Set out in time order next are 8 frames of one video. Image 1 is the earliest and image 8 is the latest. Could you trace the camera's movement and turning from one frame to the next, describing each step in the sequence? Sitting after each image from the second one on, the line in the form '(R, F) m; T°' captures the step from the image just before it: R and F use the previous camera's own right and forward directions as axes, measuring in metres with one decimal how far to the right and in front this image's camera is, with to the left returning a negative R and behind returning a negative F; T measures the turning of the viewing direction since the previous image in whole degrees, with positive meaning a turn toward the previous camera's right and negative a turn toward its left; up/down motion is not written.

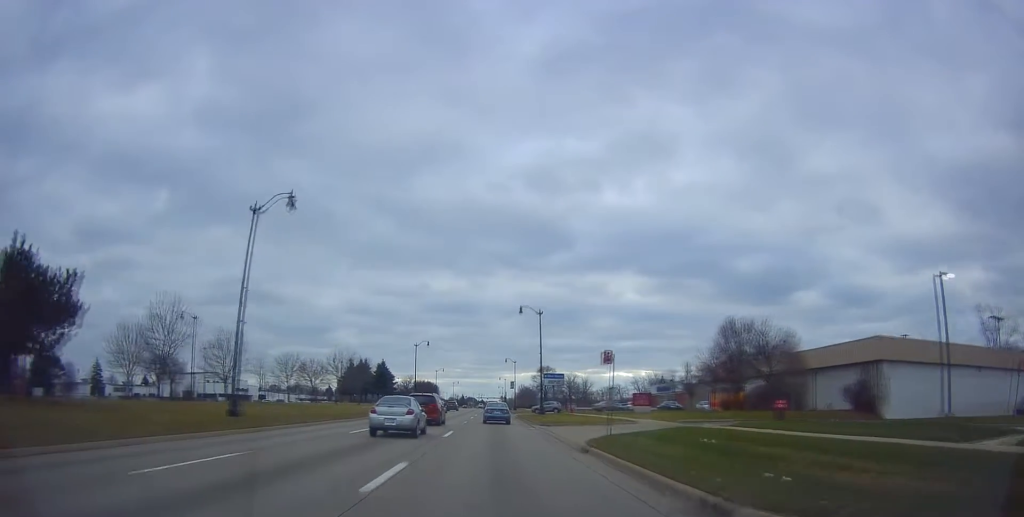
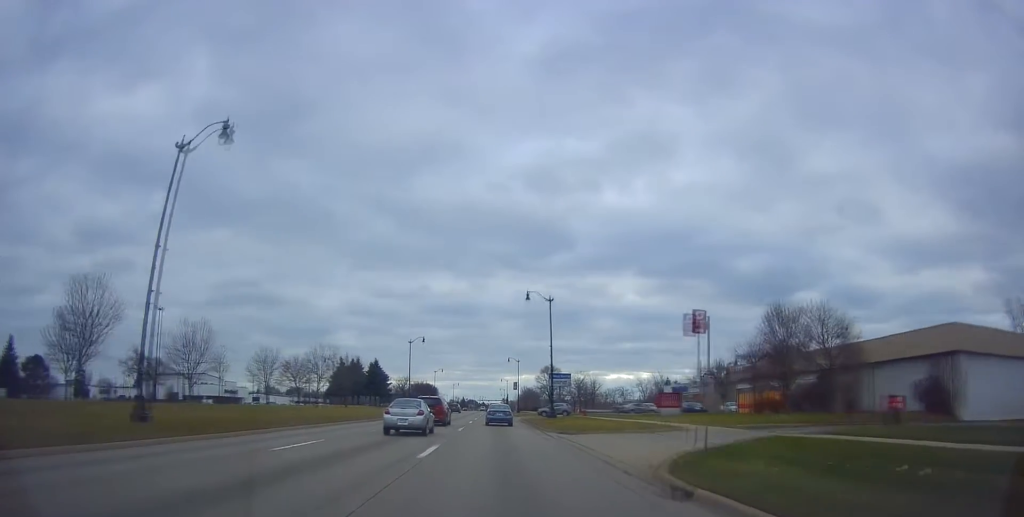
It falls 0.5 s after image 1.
(+0.2, +8.8) m; +1°
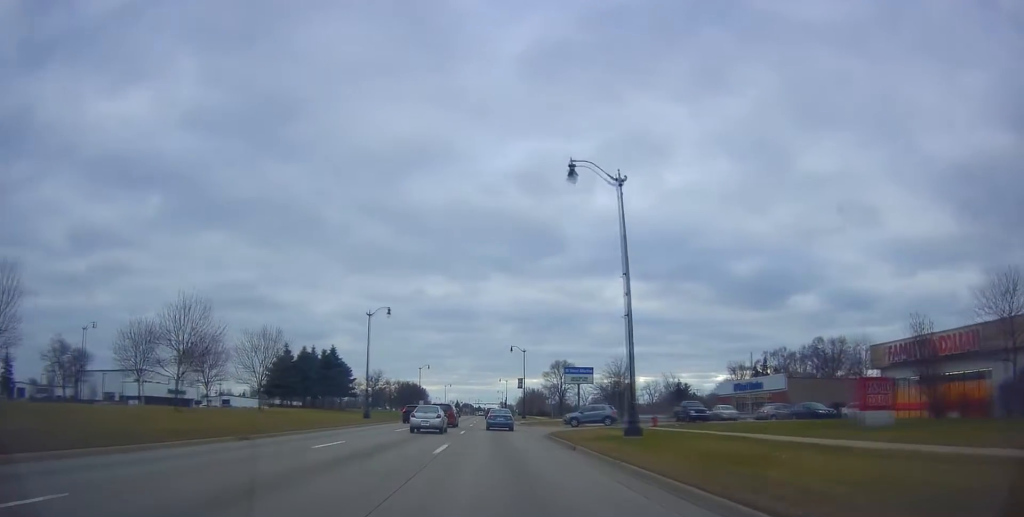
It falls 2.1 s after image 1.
(+0.6, +28.8) m; 0°
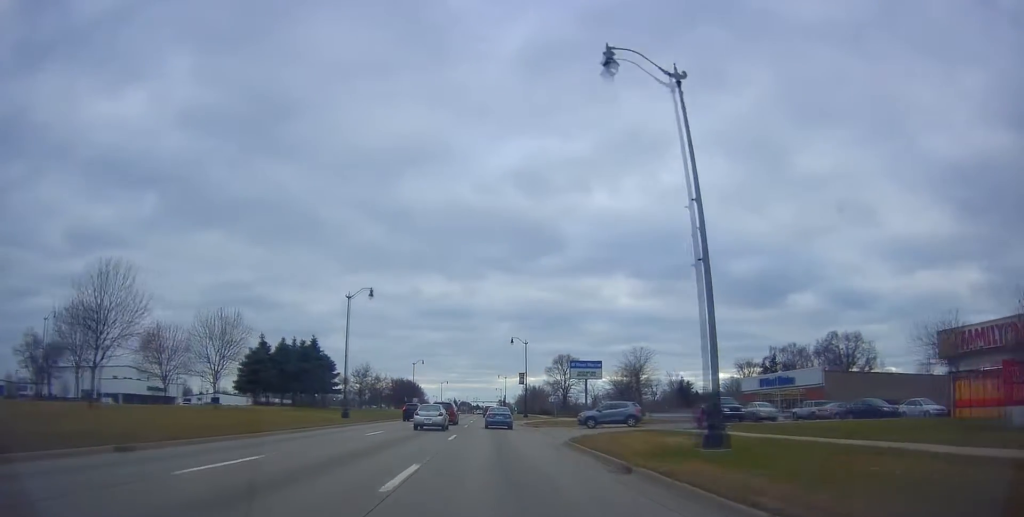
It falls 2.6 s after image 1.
(-0.4, +8.2) m; 0°
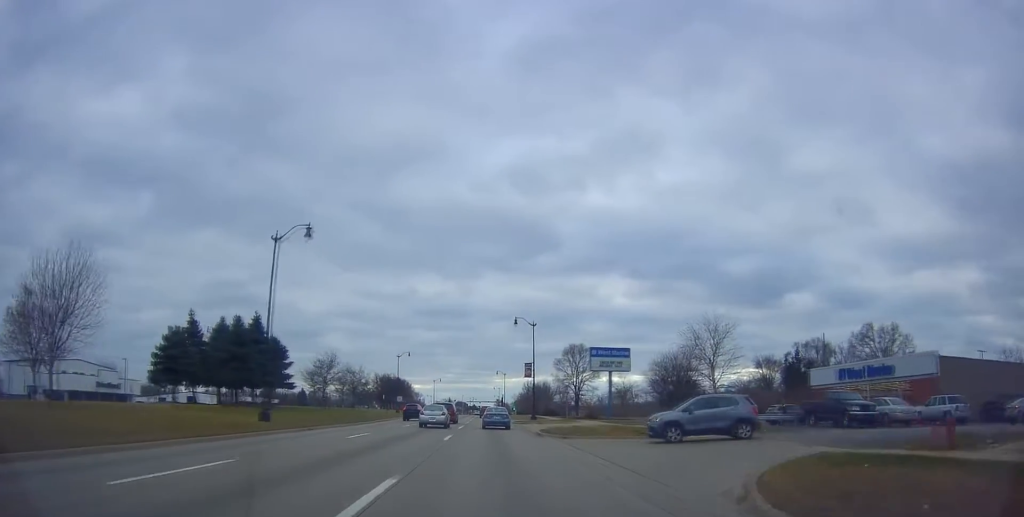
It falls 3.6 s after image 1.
(+0.2, +17.6) m; +2°
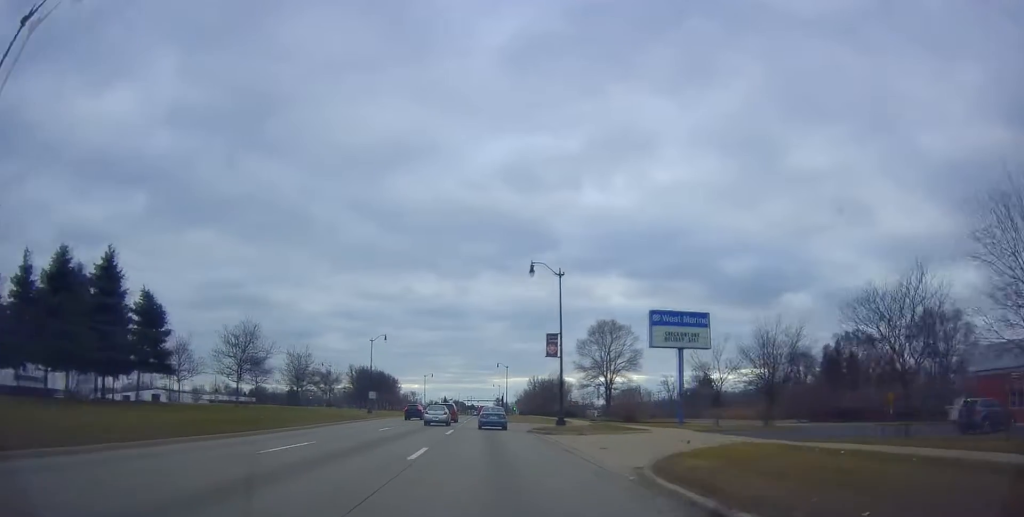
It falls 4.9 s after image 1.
(+0.4, +23.7) m; -1°
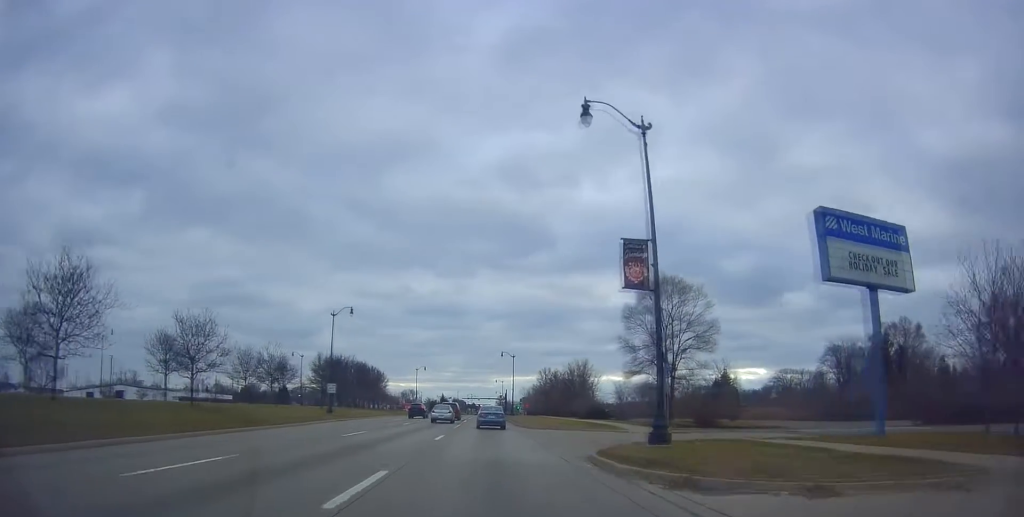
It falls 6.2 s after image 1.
(-0.6, +22.3) m; 0°
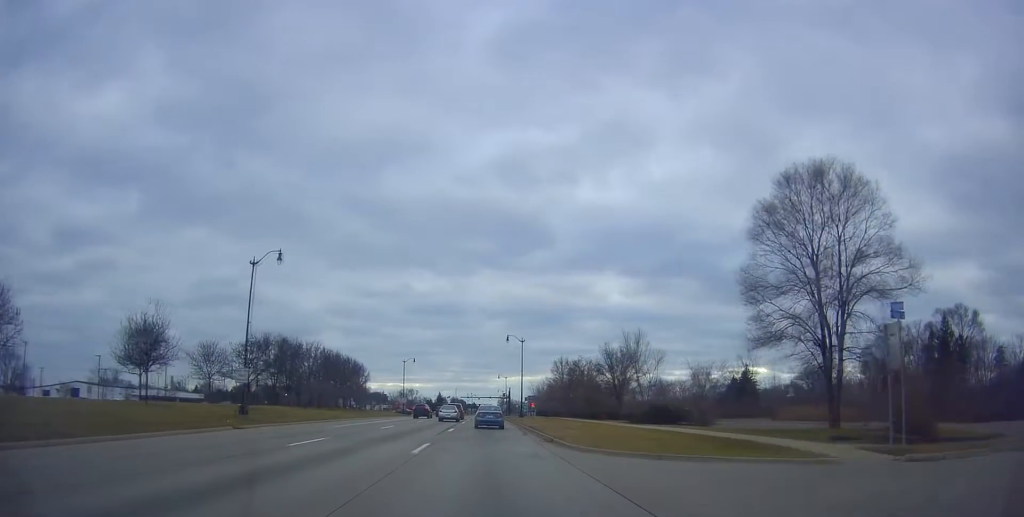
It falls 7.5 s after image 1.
(+0.4, +22.7) m; +1°
